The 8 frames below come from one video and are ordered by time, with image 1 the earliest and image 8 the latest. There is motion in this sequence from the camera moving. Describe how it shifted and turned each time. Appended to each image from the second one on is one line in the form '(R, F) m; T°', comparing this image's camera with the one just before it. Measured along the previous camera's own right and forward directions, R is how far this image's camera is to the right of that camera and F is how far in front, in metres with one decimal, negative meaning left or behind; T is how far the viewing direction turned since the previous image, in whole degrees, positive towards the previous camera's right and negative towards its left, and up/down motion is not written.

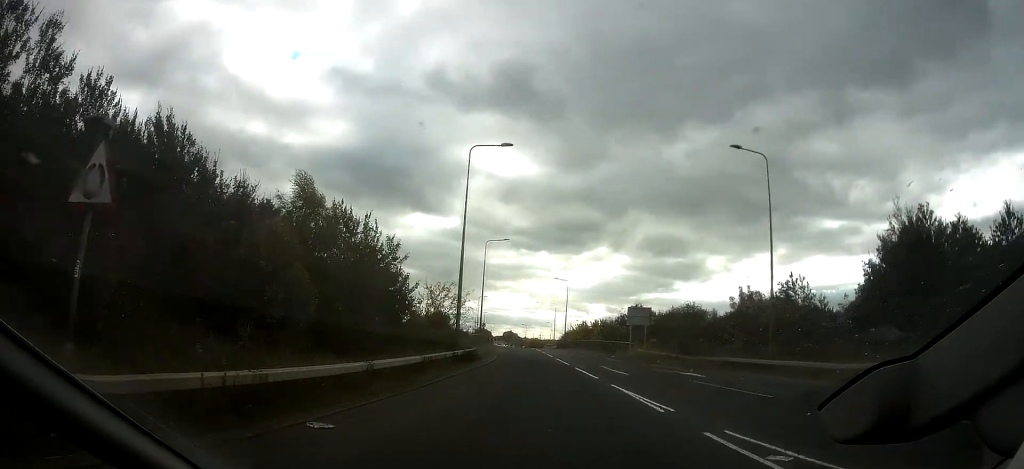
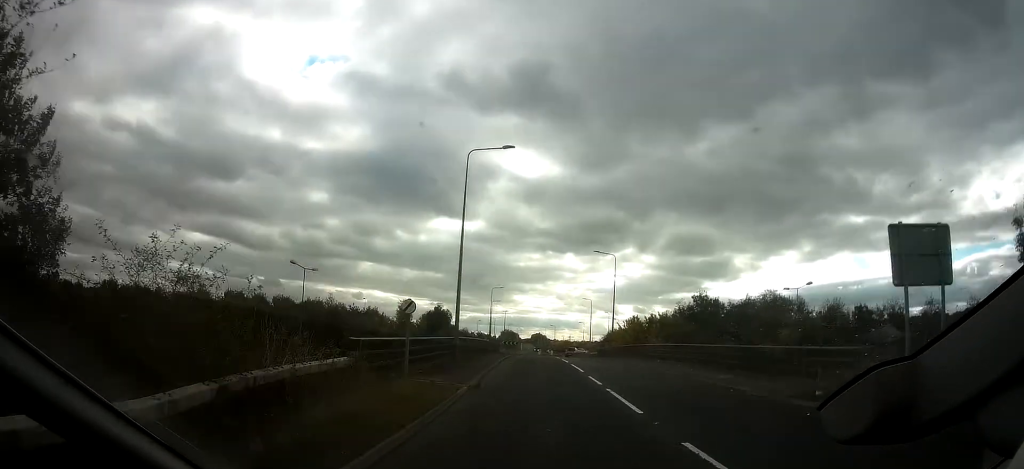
(+0.2, +26.4) m; -1°
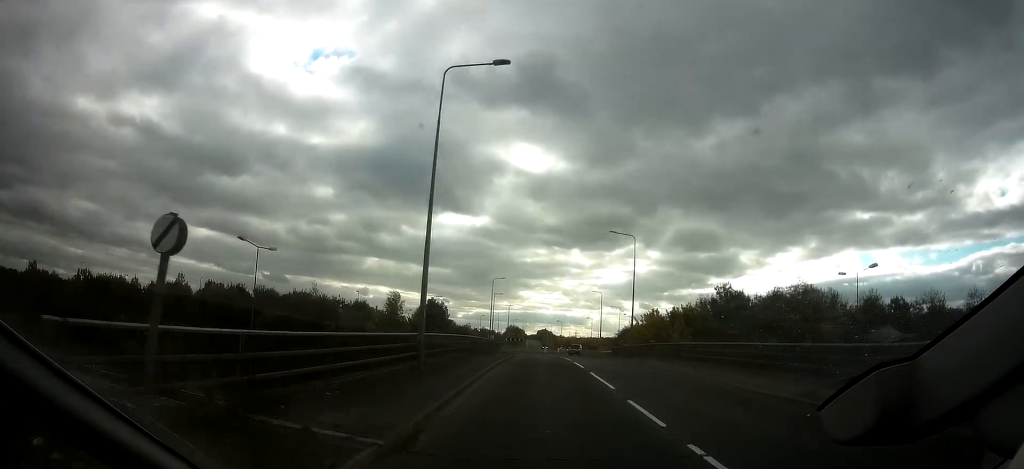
(0.0, +8.1) m; -1°
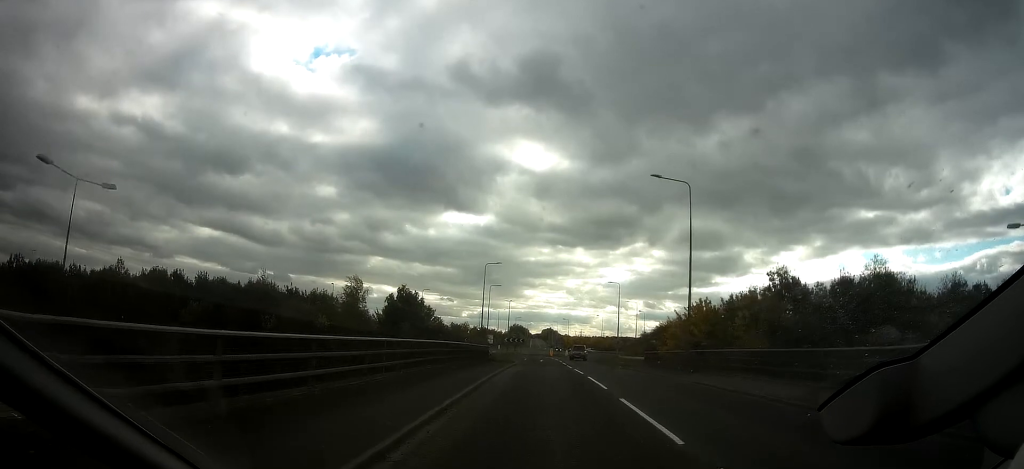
(-0.2, +16.7) m; -1°
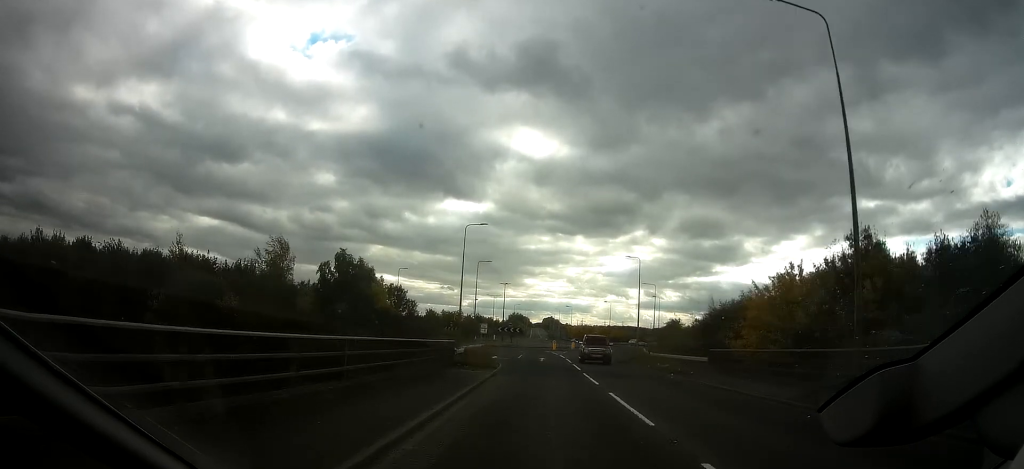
(-0.1, +17.5) m; 0°
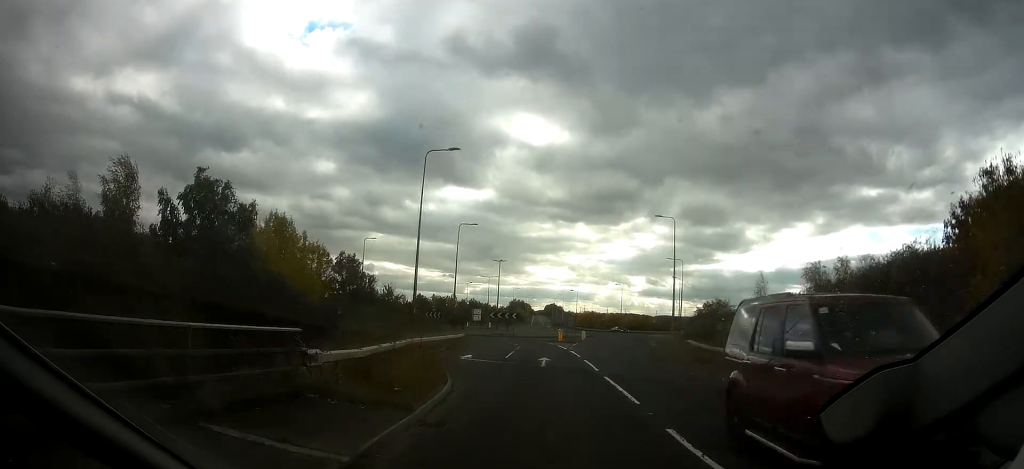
(-0.1, +17.8) m; 0°
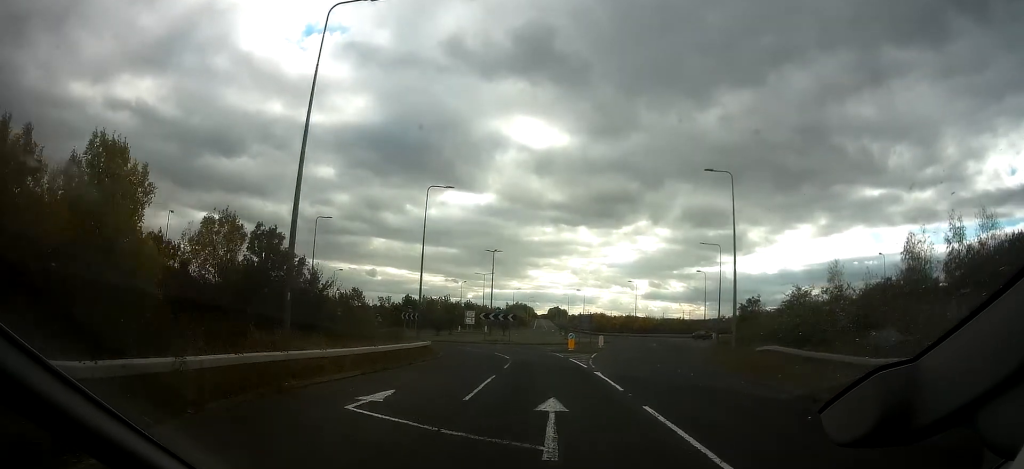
(0.0, +15.2) m; -1°
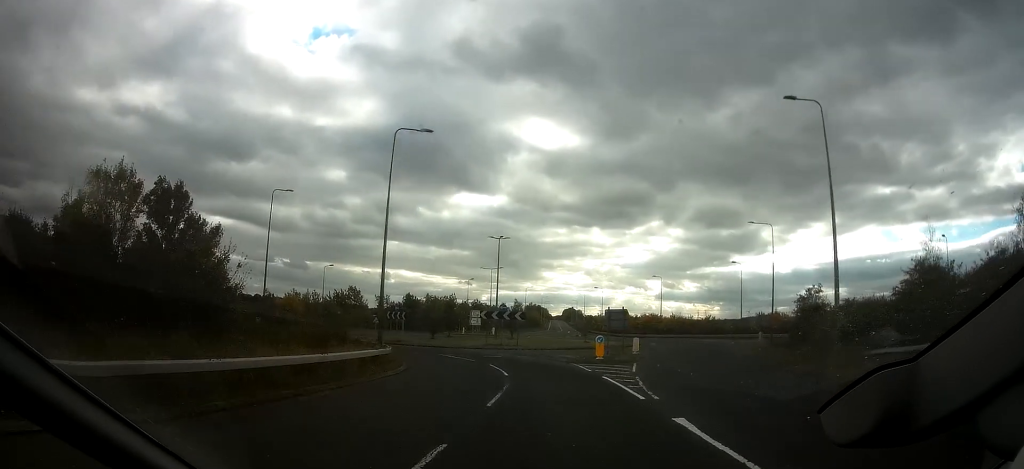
(-0.2, +11.1) m; -1°
